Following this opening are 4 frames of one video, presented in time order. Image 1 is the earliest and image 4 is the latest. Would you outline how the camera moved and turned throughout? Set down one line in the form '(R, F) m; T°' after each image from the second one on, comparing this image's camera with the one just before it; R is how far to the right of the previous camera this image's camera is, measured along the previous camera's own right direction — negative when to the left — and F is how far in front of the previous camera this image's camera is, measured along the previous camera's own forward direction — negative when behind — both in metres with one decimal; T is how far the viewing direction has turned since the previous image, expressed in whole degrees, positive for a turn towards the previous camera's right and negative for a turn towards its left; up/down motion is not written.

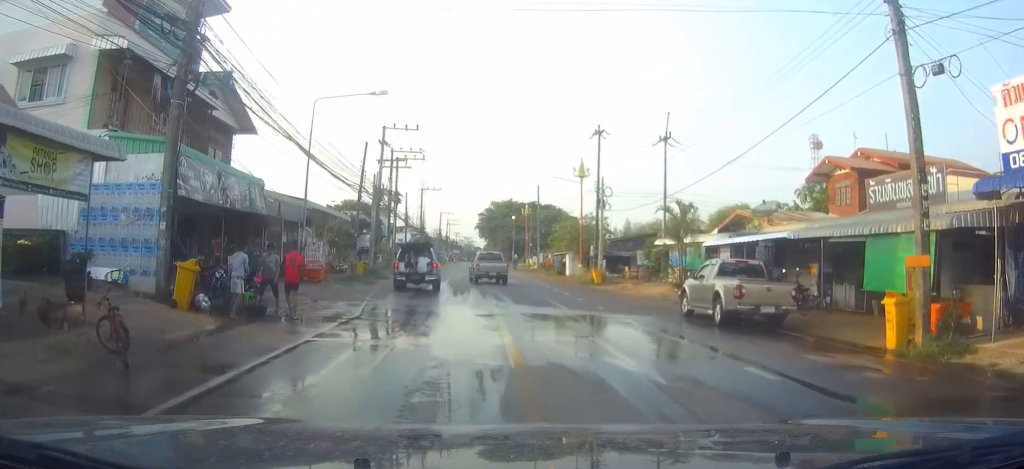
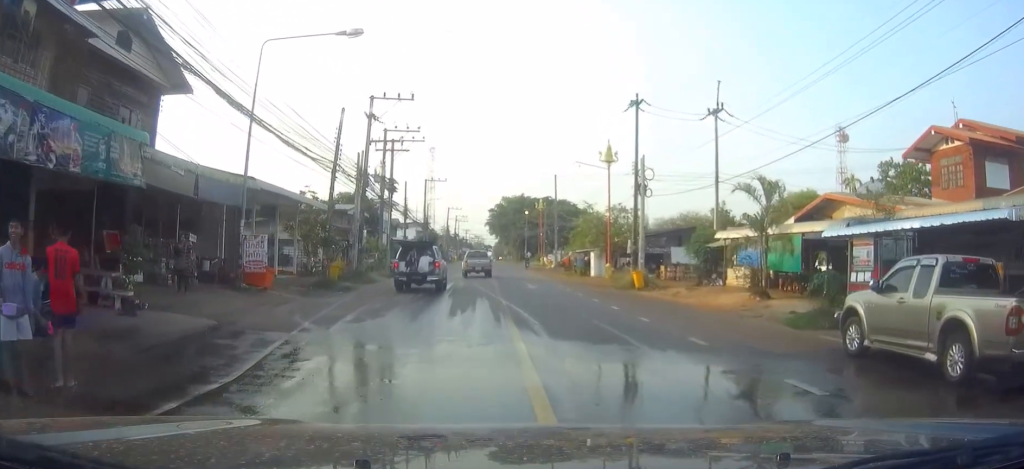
(-0.1, +9.4) m; -1°
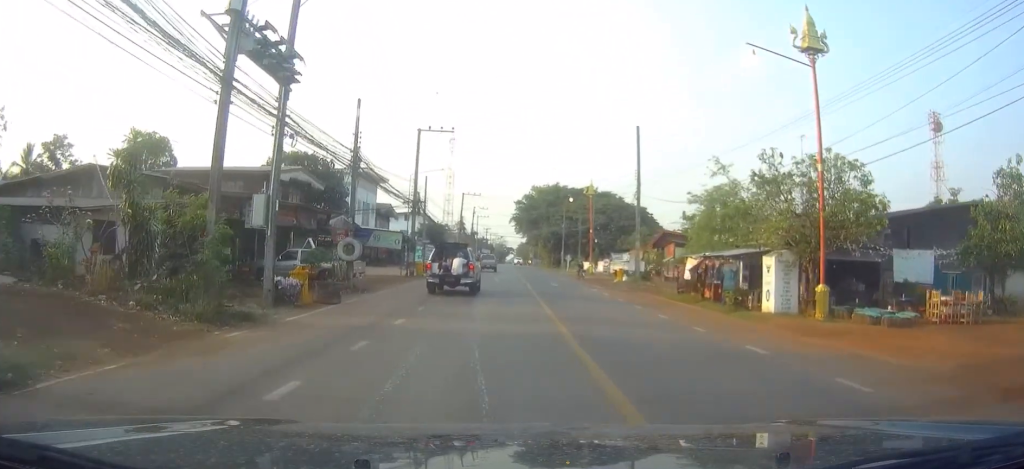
(+1.2, +32.9) m; +1°
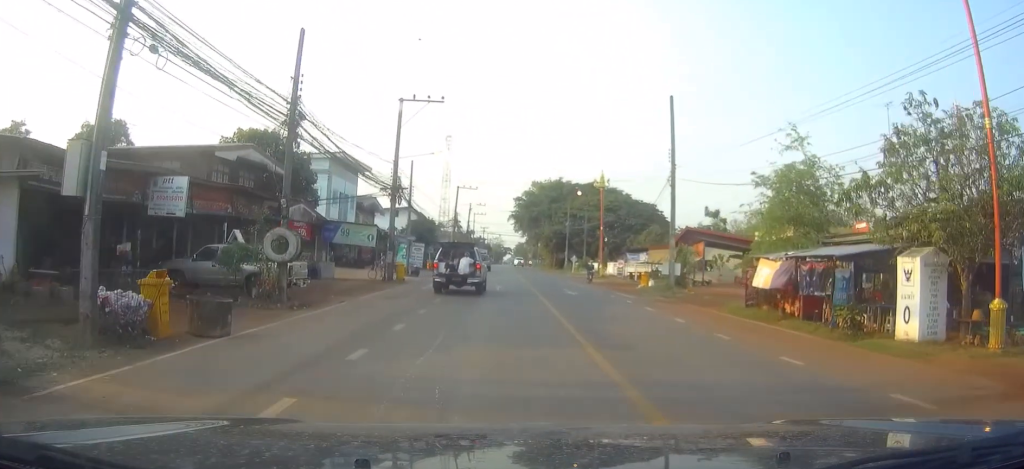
(-0.2, +11.5) m; 0°
